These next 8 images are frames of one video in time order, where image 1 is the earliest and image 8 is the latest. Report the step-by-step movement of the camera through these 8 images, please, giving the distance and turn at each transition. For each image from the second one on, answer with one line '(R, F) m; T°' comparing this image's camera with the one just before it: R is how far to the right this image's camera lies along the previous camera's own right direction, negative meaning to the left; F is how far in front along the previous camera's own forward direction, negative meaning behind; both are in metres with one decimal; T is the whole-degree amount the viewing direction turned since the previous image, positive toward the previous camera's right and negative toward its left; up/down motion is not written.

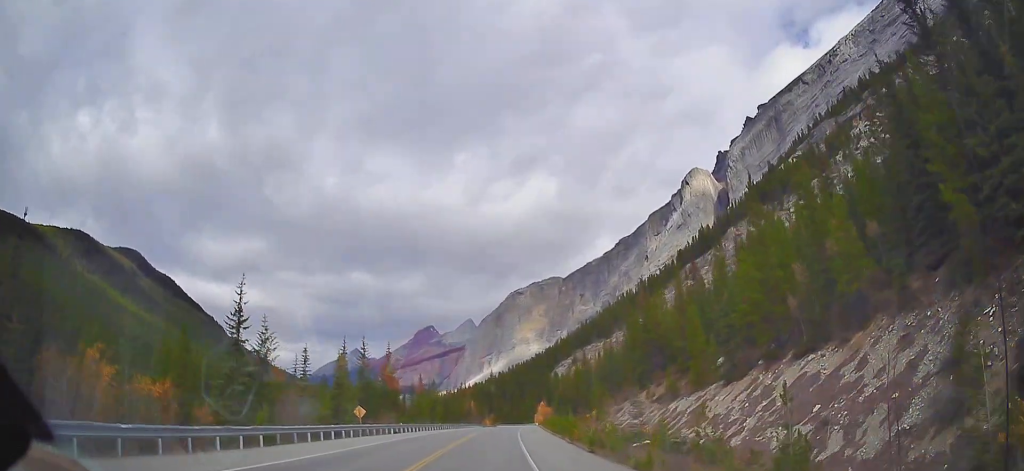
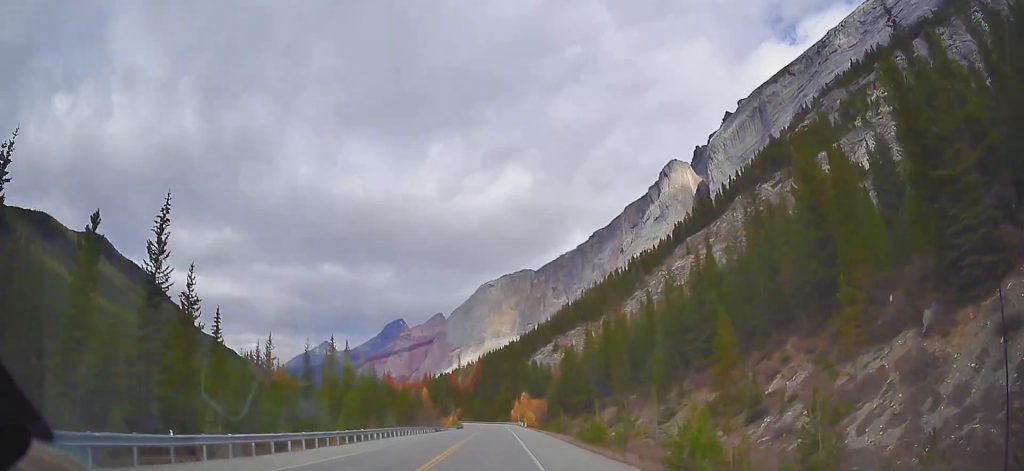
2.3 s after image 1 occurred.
(+1.6, +58.4) m; +2°
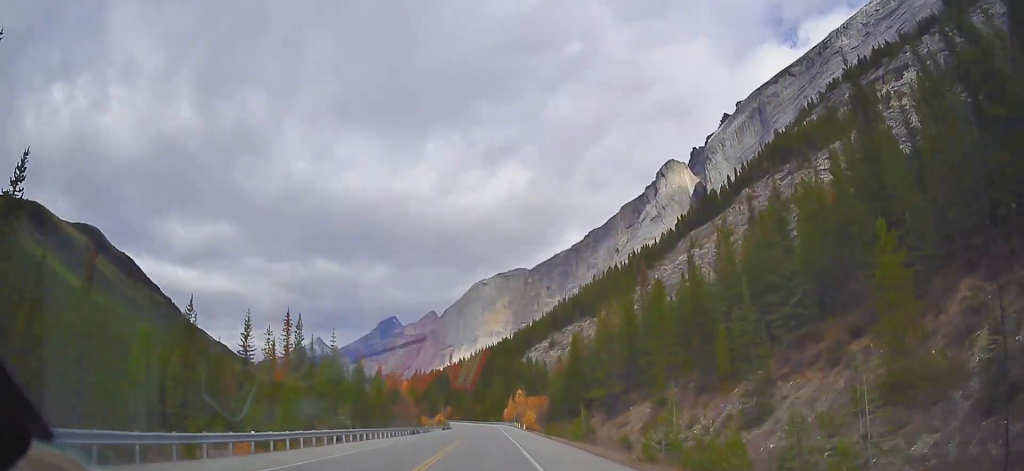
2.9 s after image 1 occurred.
(0.0, +16.2) m; +1°
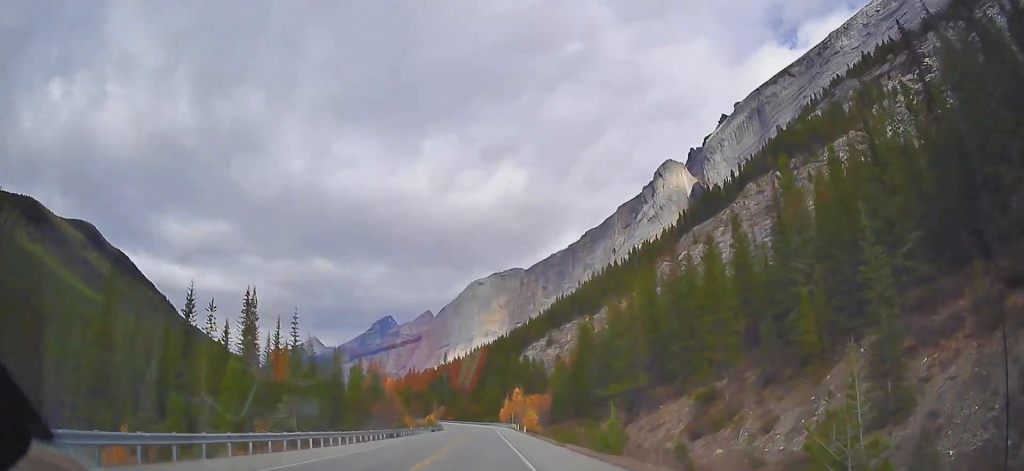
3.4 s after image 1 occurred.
(0.0, +12.0) m; +1°
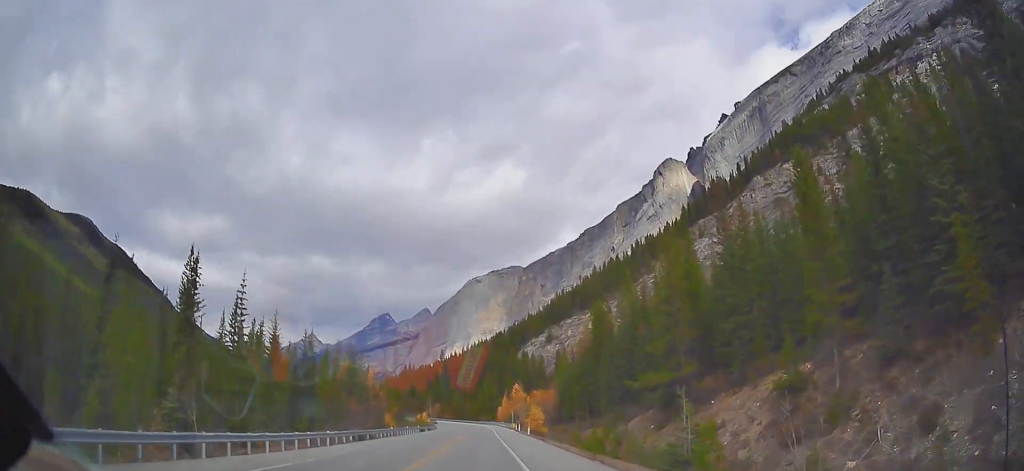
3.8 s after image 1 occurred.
(+0.2, +11.0) m; +1°
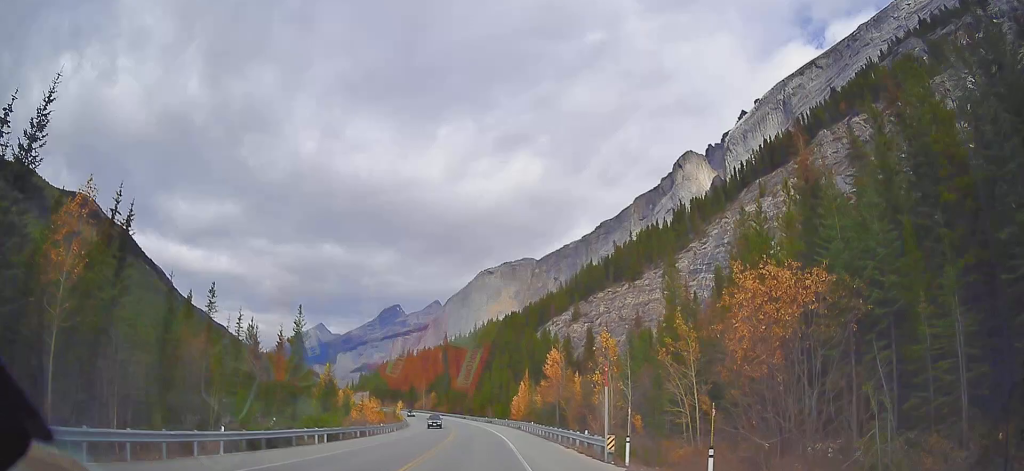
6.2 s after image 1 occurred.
(-0.4, +59.9) m; -1°
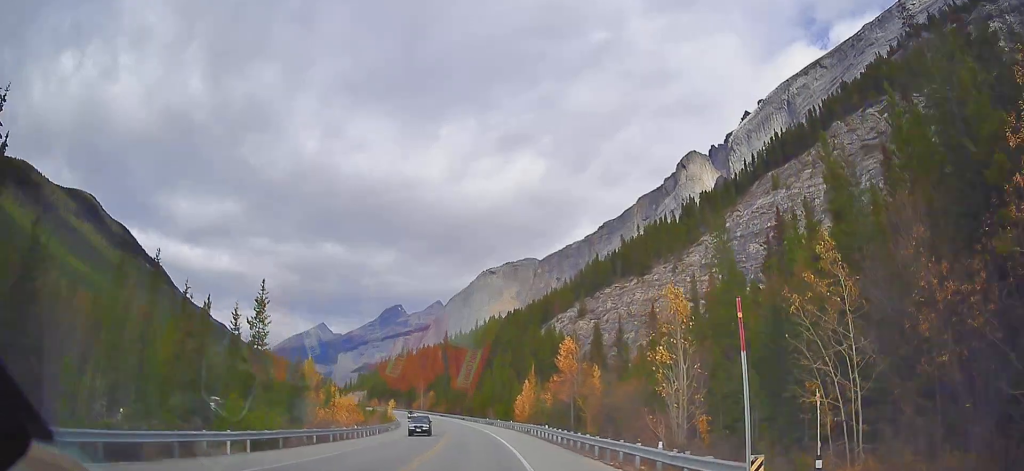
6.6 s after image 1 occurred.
(+0.1, +10.7) m; 0°
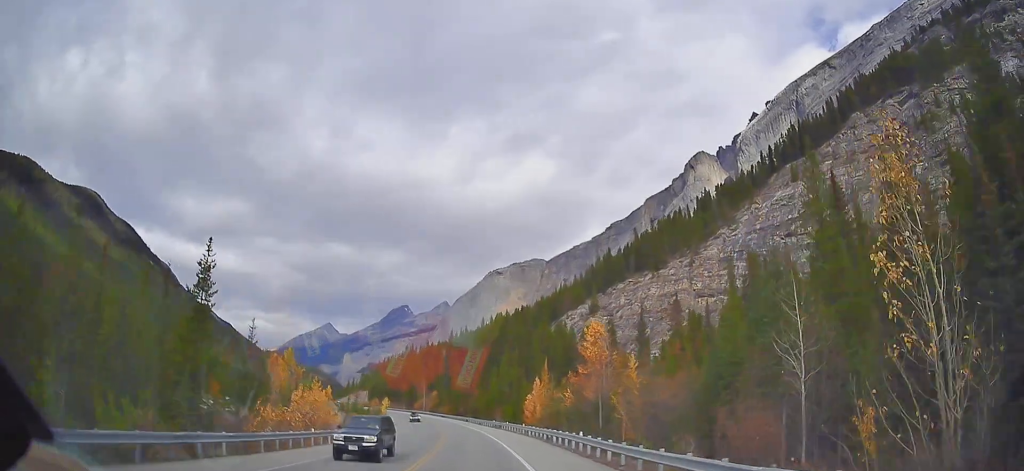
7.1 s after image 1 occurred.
(+0.3, +11.5) m; 0°
